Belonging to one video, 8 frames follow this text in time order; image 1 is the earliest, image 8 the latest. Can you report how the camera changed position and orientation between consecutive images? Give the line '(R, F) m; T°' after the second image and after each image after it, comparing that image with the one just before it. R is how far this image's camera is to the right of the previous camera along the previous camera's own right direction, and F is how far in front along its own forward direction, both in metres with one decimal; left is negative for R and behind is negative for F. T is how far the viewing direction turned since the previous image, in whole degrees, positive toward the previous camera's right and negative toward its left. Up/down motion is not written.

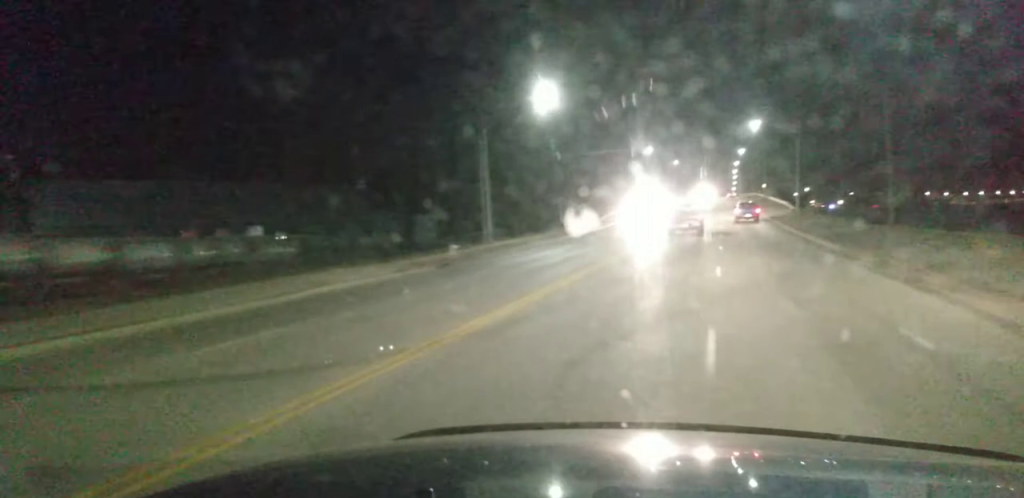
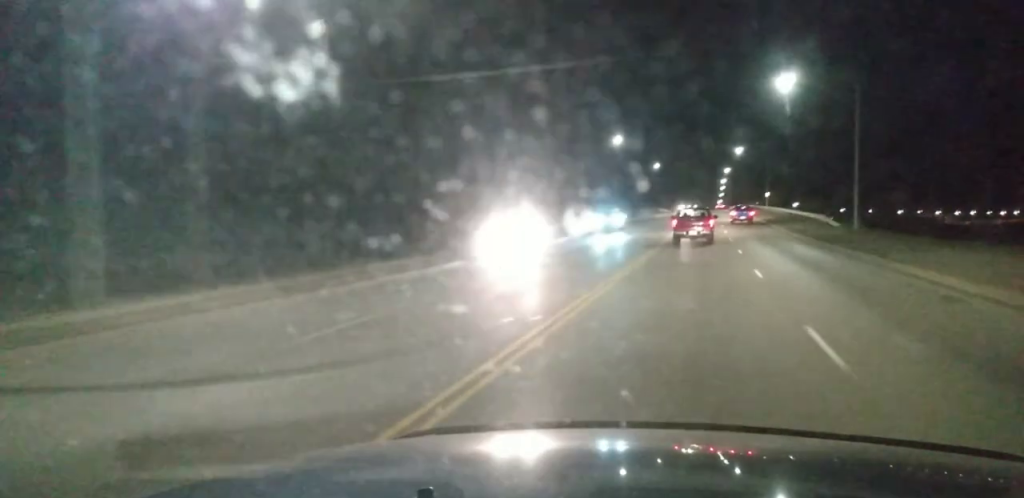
(-0.7, +34.2) m; +1°
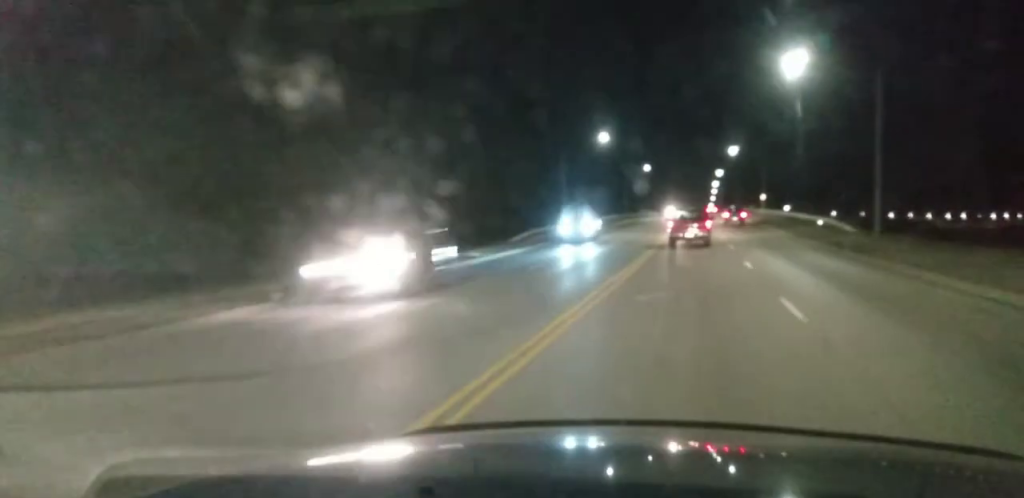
(-0.1, +7.5) m; +2°
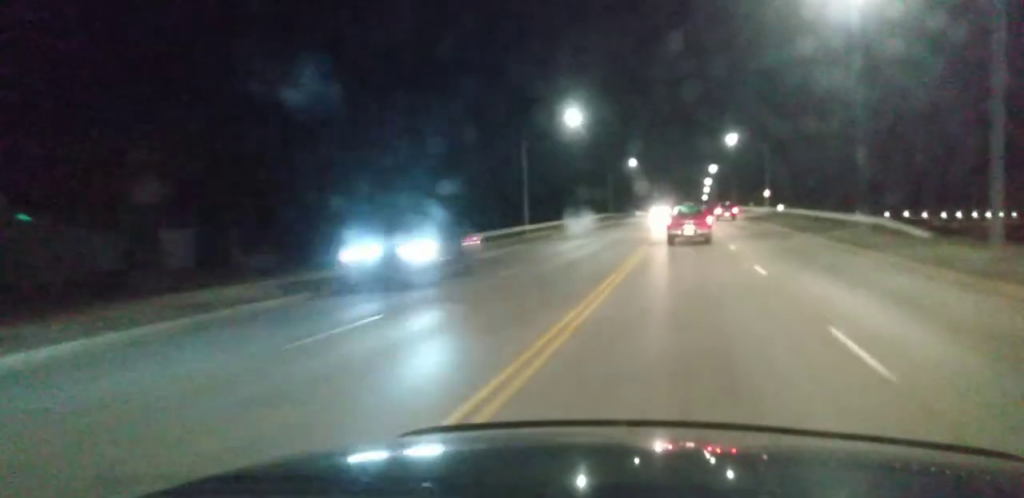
(+0.7, +15.8) m; +1°
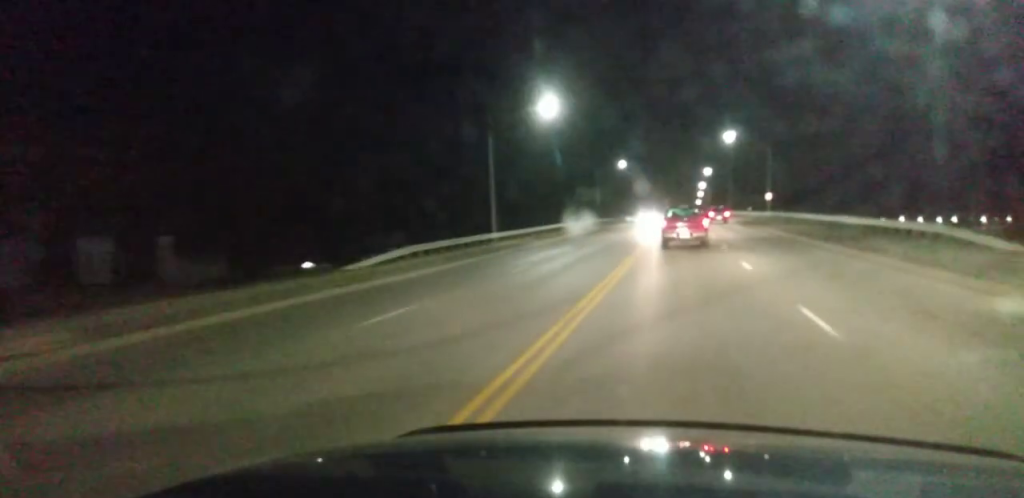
(-0.2, +8.4) m; -2°
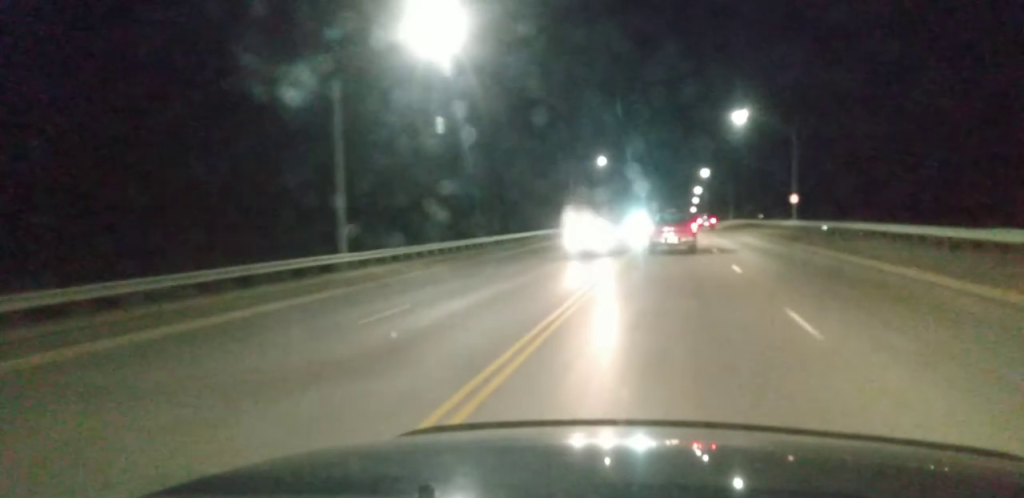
(-0.7, +22.8) m; -2°
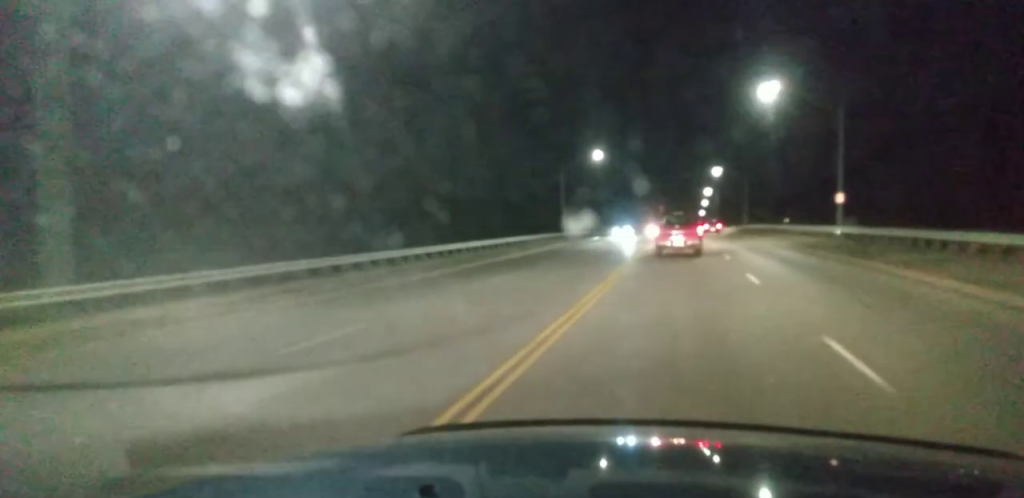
(0.0, +15.7) m; 0°
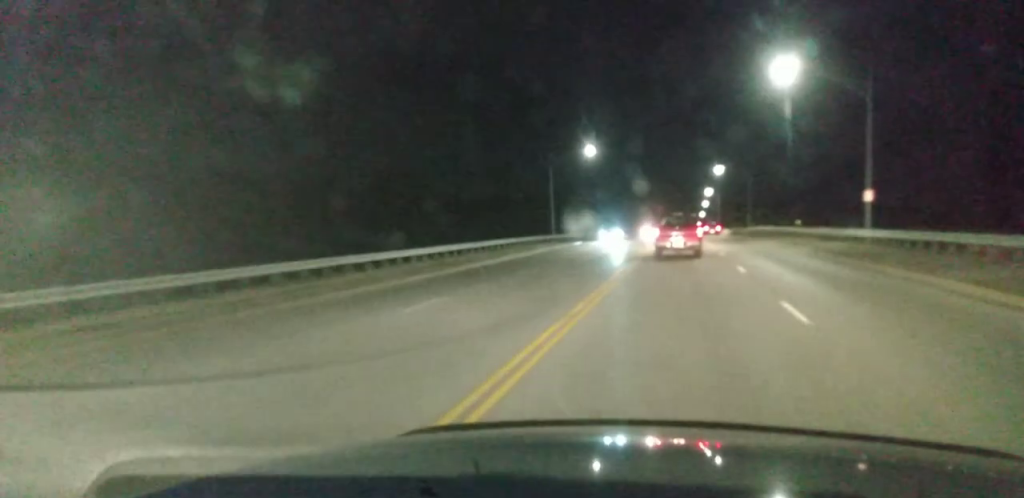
(-0.1, +6.1) m; 0°
